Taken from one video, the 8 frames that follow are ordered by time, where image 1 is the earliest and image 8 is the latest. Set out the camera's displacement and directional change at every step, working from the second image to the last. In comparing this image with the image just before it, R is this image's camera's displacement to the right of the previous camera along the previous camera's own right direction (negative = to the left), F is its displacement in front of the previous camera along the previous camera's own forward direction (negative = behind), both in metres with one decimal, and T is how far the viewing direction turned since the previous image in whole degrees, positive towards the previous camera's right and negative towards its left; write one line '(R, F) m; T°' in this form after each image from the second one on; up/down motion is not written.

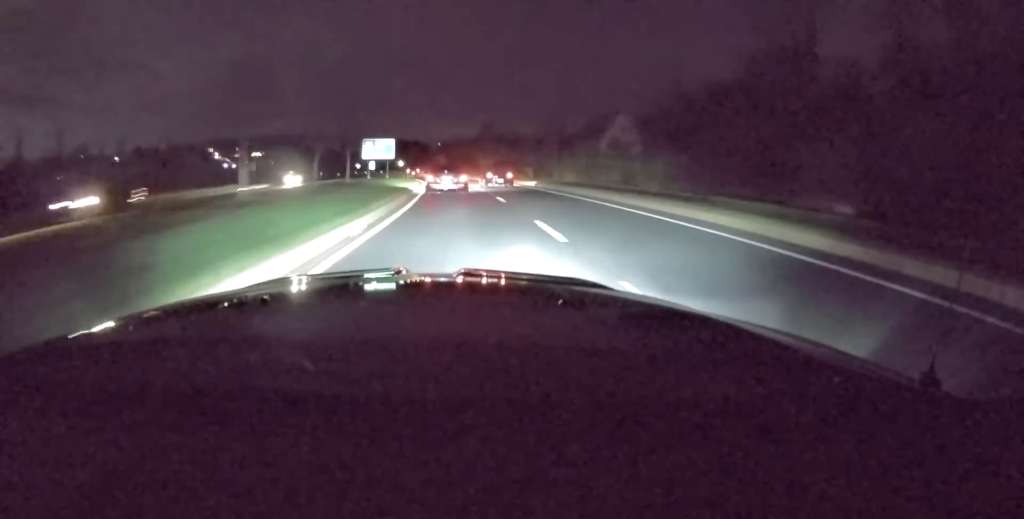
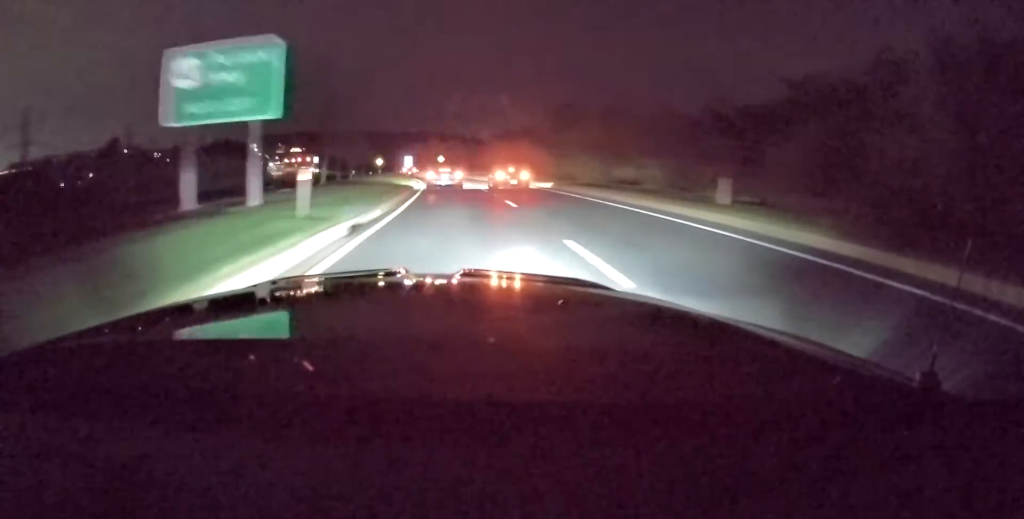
(-2.8, +52.9) m; -6°
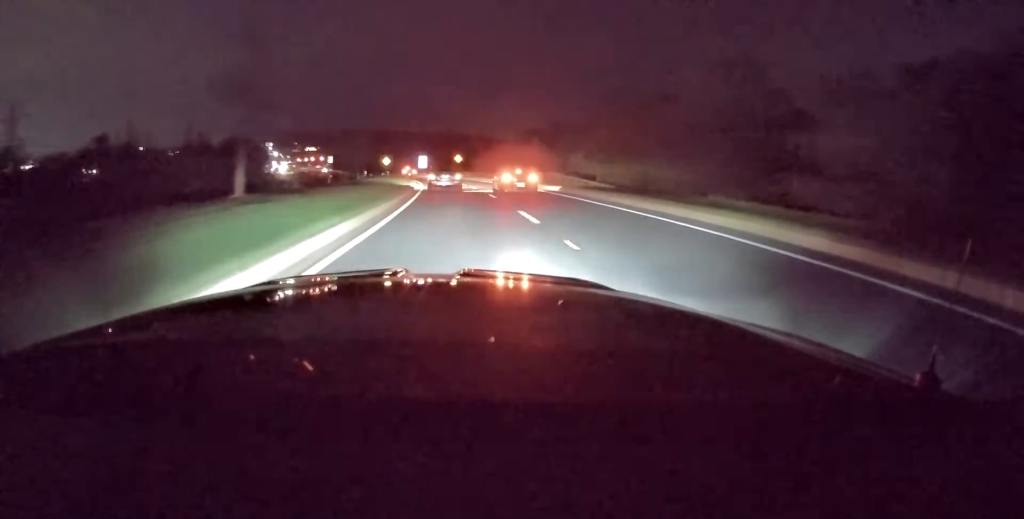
(-0.2, +17.4) m; -2°
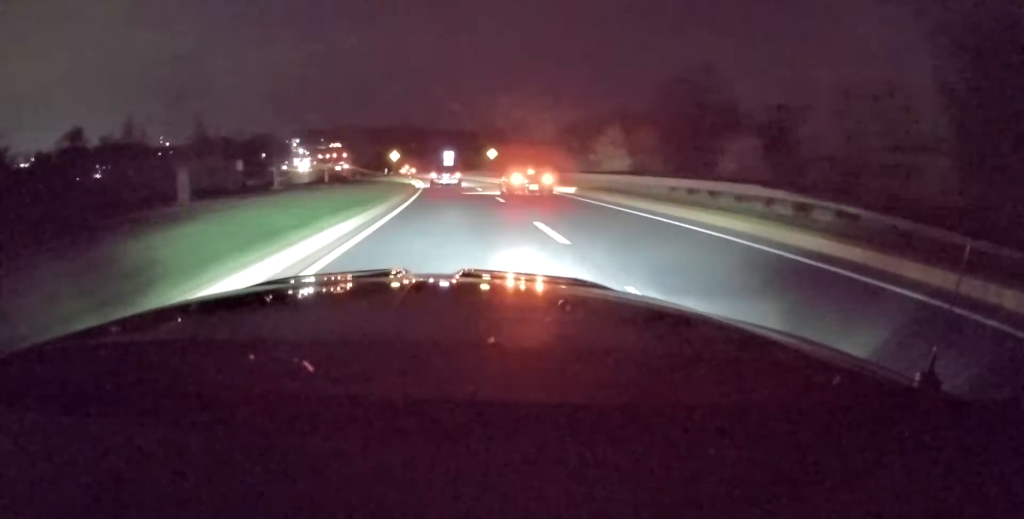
(-0.3, +29.0) m; -4°
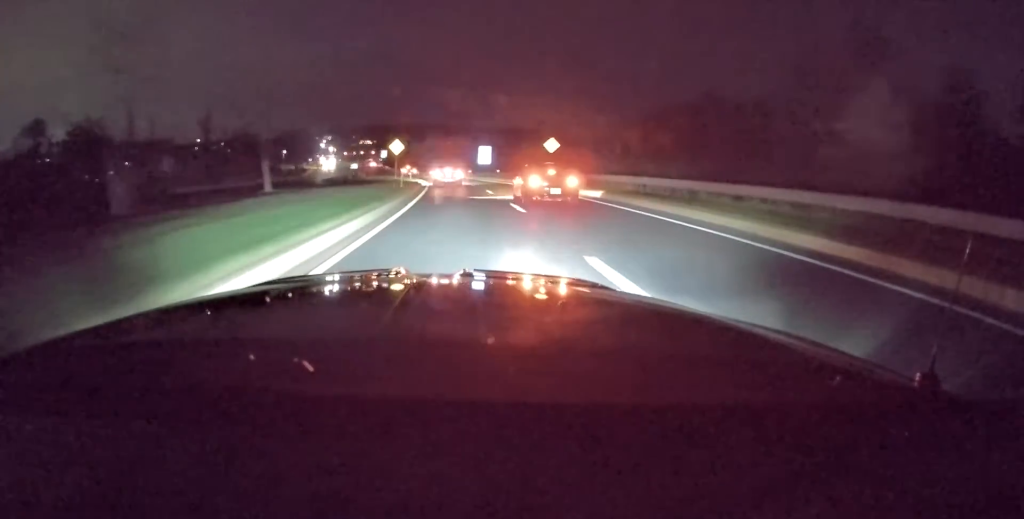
(-1.6, +30.0) m; -4°
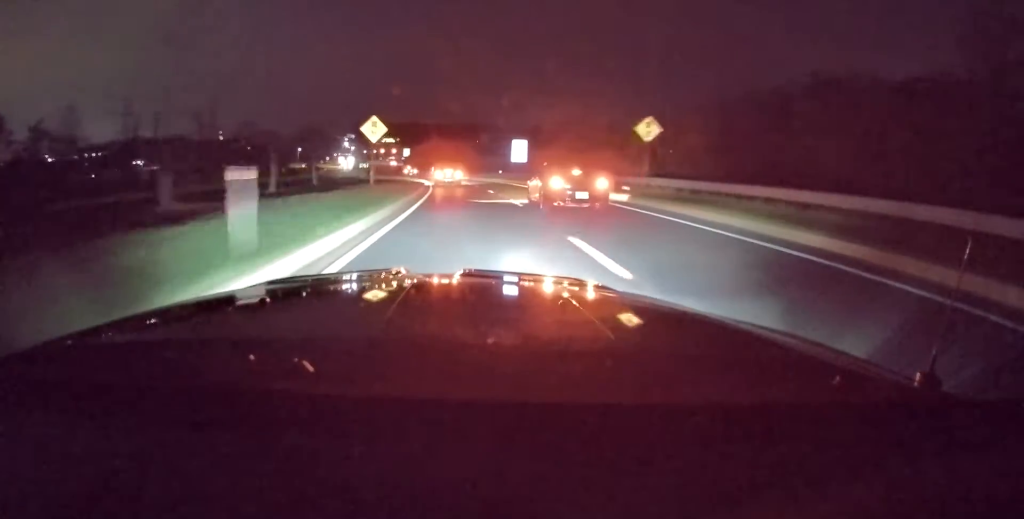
(-0.3, +23.8) m; -3°
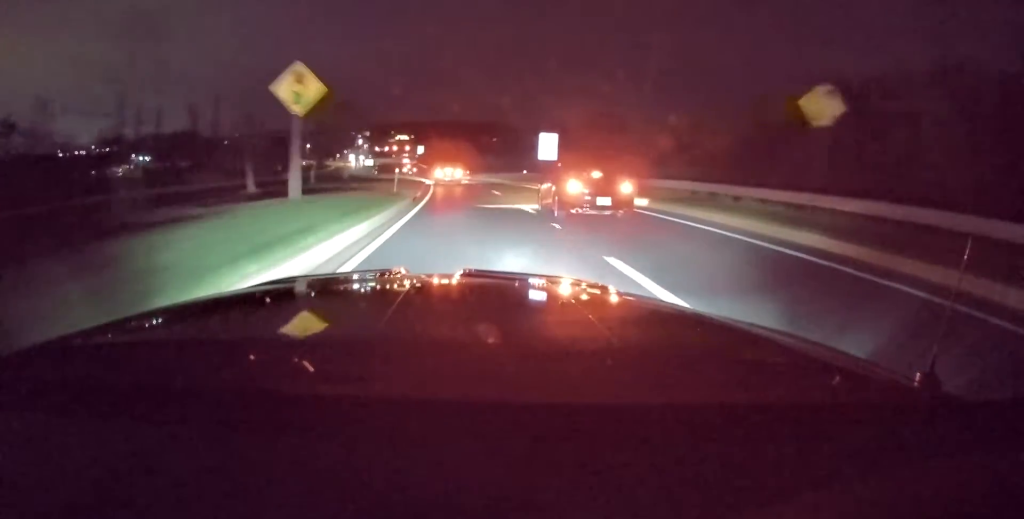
(-0.2, +14.9) m; -2°
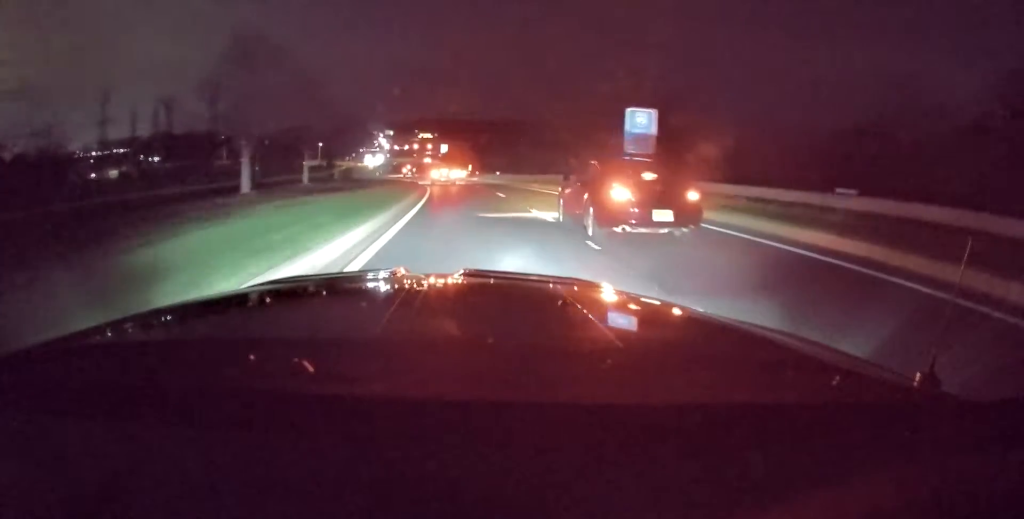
(-1.0, +27.6) m; -3°
